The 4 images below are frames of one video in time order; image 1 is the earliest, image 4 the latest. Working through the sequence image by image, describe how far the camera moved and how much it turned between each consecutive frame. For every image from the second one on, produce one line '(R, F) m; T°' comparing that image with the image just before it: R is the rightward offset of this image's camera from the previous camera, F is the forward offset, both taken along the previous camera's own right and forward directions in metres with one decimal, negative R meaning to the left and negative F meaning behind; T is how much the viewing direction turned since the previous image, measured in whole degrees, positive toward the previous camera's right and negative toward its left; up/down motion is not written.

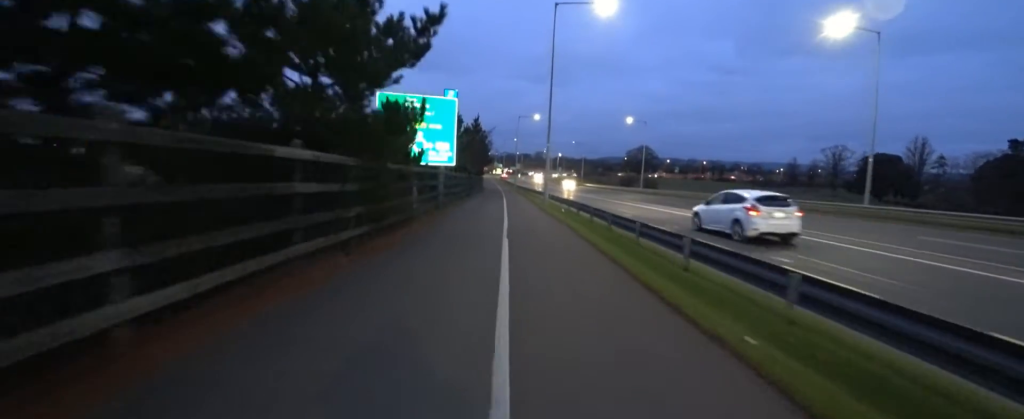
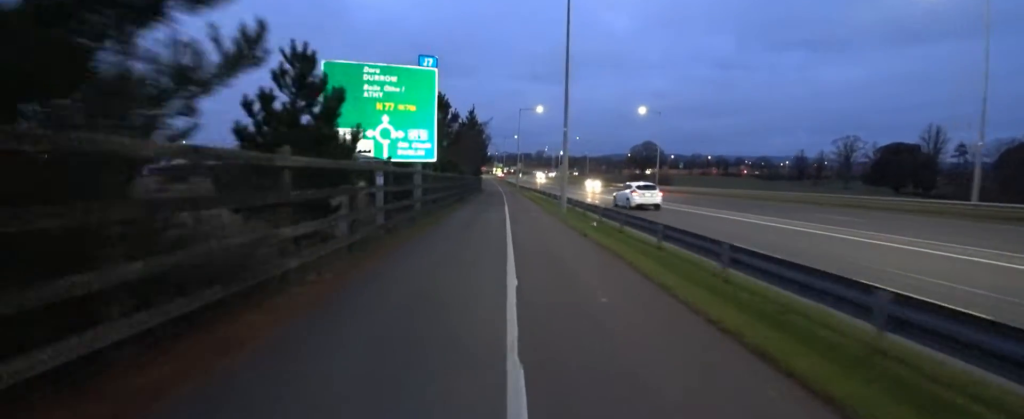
(0.0, +6.1) m; 0°
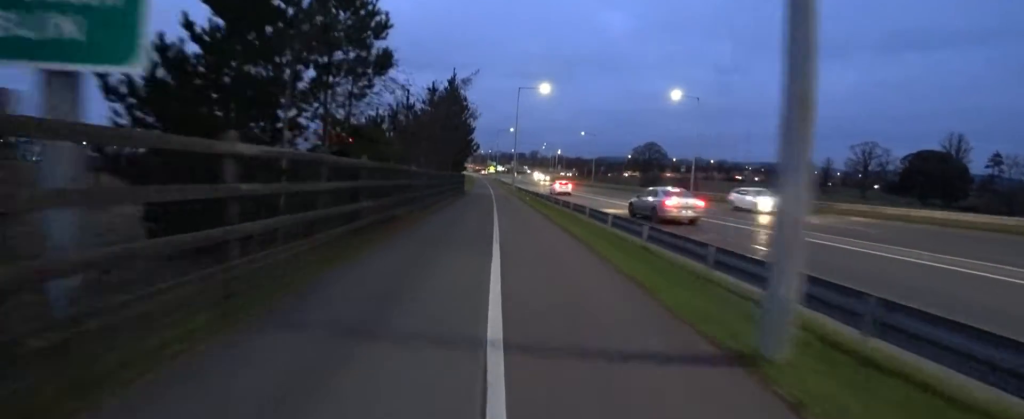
(0.0, +12.8) m; 0°
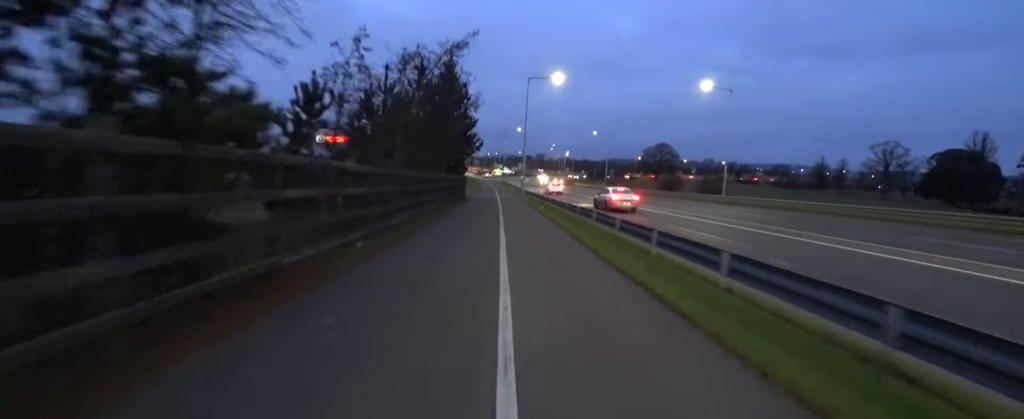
(0.0, +5.4) m; 0°
